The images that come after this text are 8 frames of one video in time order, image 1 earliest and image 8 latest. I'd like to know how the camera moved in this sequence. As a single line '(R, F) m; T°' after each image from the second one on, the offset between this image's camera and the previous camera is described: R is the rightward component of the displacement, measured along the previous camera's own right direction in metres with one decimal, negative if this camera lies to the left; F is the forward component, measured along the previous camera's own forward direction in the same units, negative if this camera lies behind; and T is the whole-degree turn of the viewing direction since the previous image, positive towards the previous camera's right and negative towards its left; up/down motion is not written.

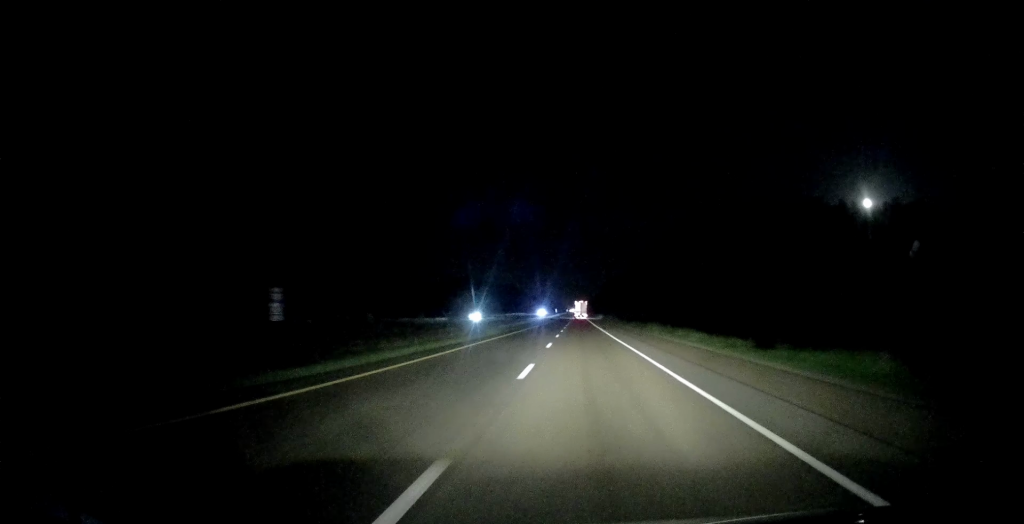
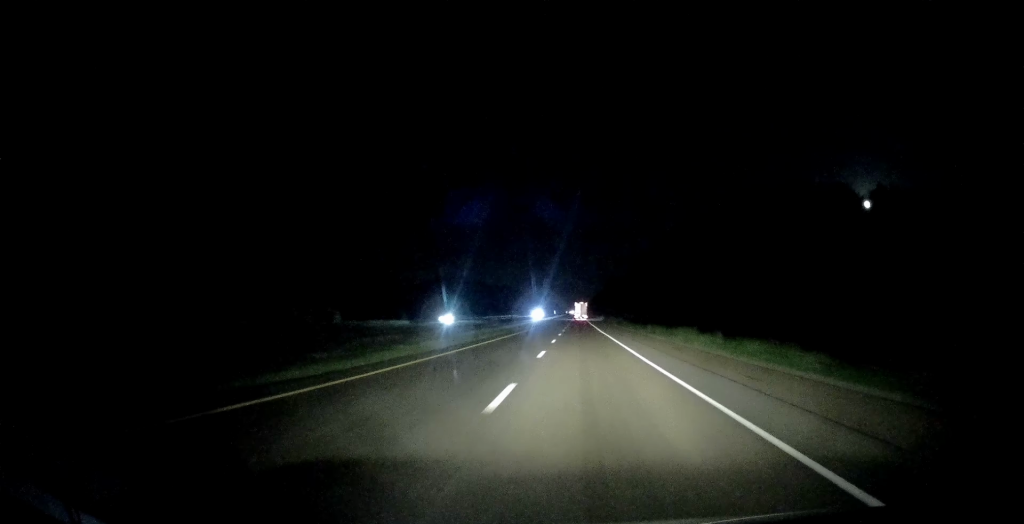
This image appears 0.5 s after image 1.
(+0.1, +17.1) m; 0°
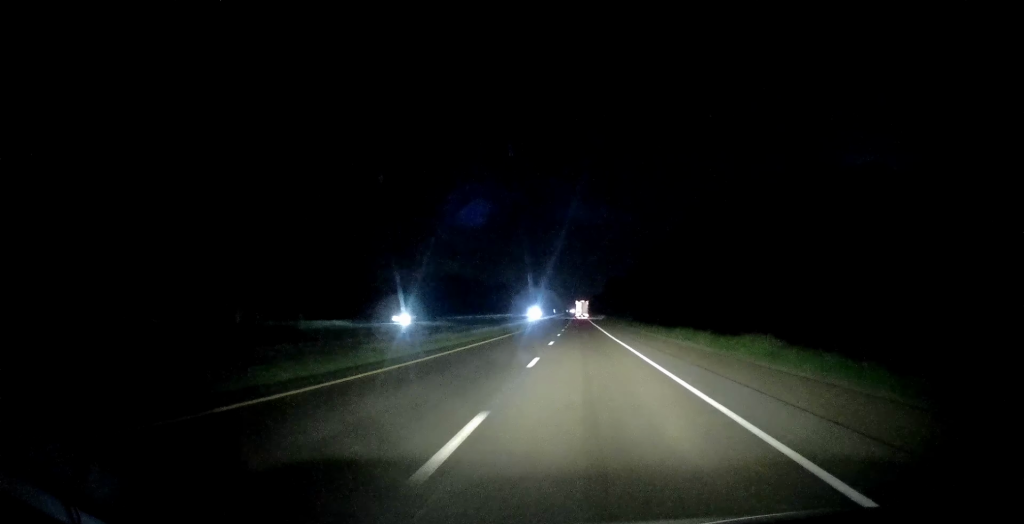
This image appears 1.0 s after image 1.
(-0.2, +16.0) m; 0°
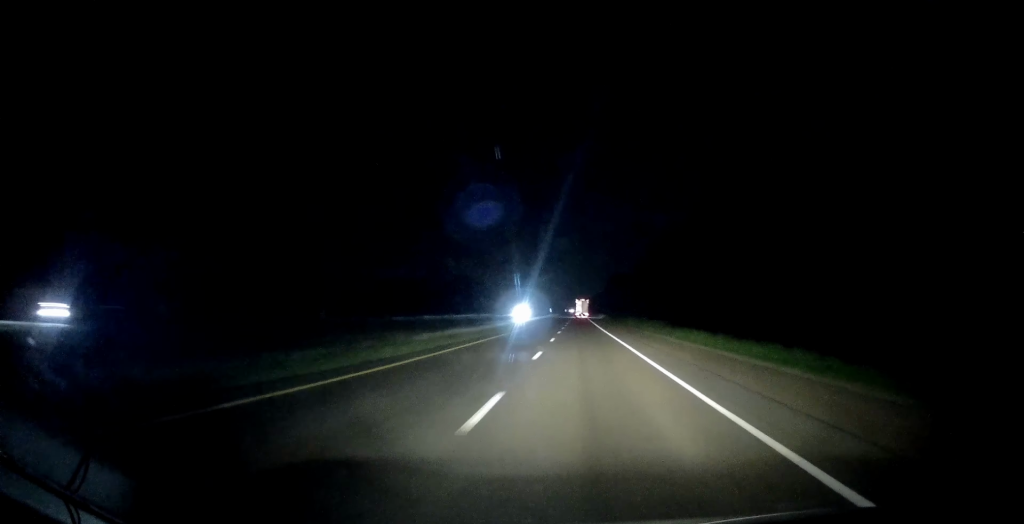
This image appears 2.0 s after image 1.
(+0.1, +34.2) m; +1°
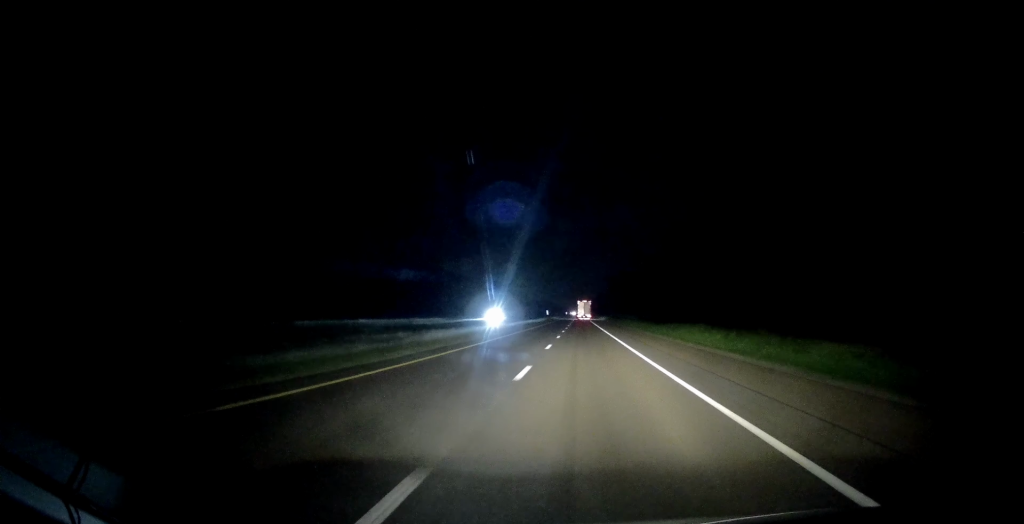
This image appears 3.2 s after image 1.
(+0.4, +42.3) m; 0°
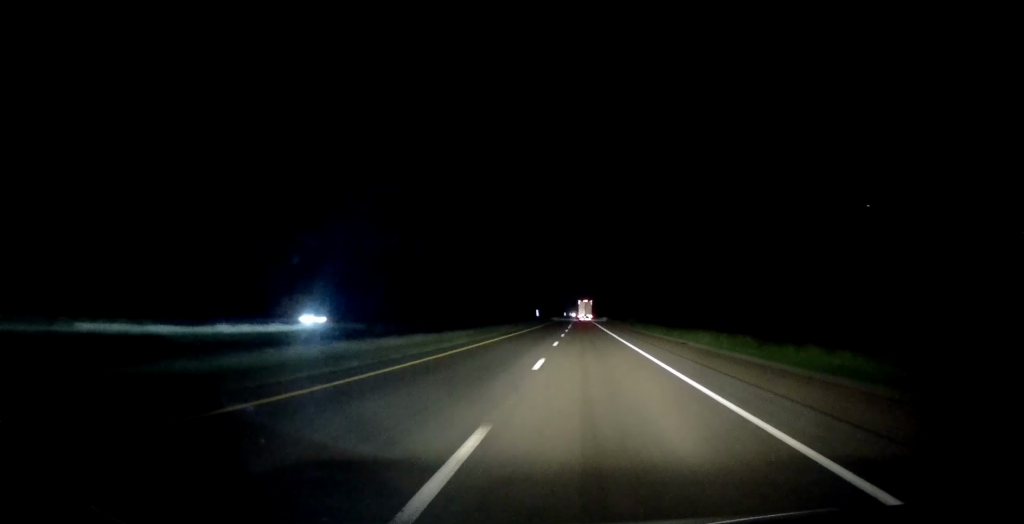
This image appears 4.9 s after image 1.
(-0.6, +58.1) m; 0°
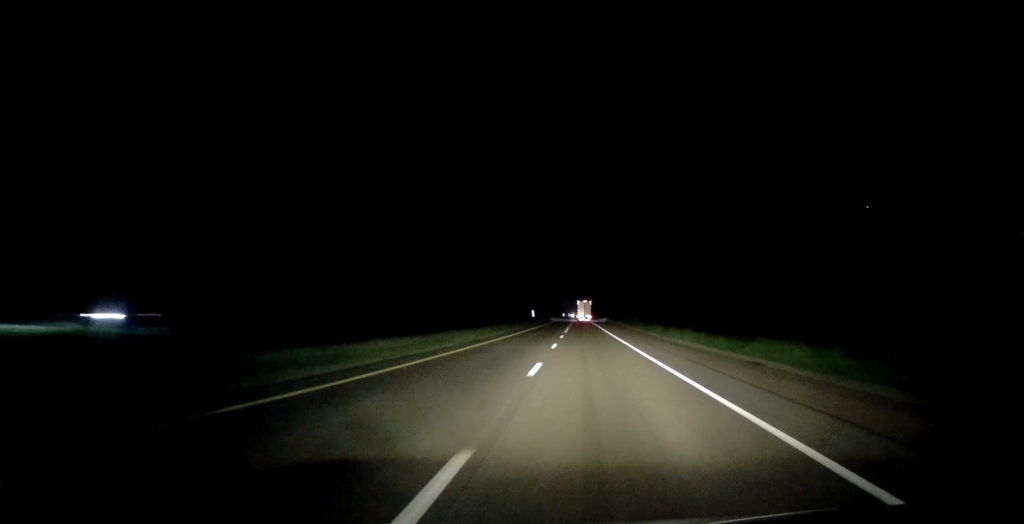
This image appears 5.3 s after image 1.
(+0.1, +13.6) m; 0°
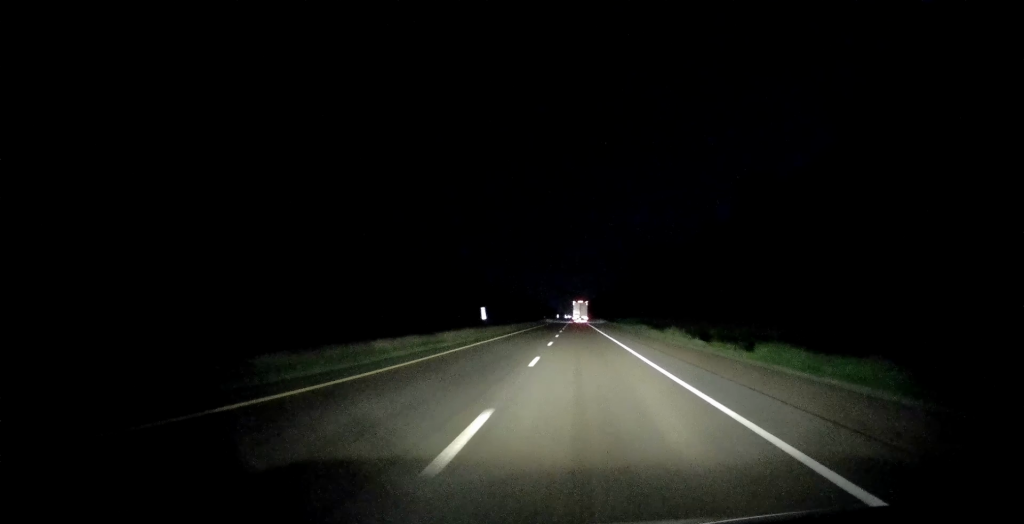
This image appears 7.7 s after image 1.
(-0.8, +83.1) m; -1°
